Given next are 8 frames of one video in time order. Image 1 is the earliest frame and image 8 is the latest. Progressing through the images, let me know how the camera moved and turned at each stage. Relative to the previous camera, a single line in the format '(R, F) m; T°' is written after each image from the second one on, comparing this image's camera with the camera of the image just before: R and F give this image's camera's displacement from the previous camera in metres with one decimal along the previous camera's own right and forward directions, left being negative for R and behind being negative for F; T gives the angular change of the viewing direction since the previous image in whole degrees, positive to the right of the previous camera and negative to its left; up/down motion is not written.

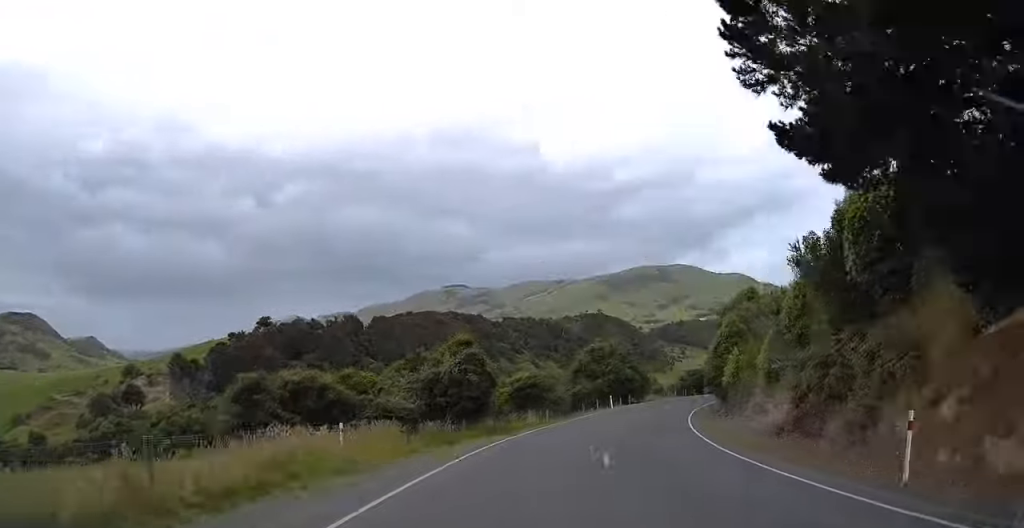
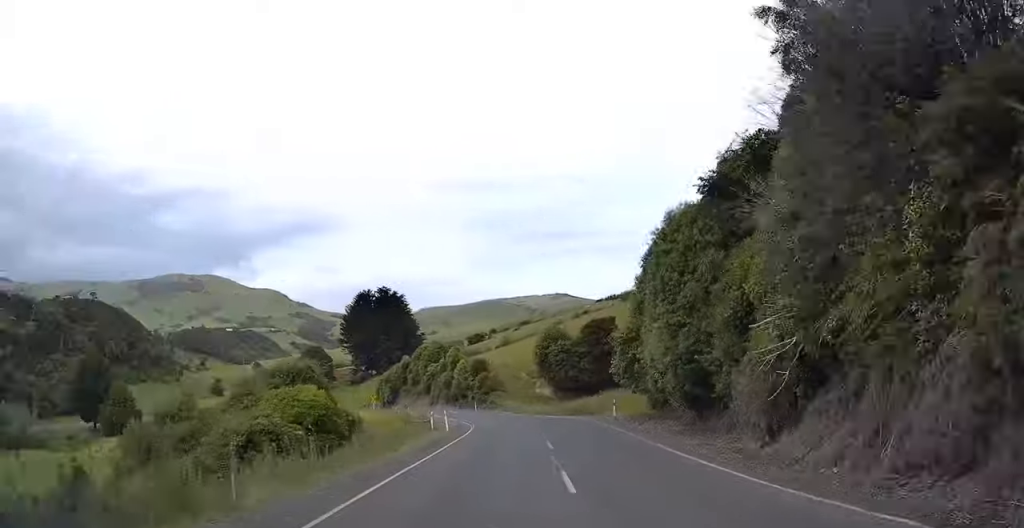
(+35.5, +93.3) m; +27°
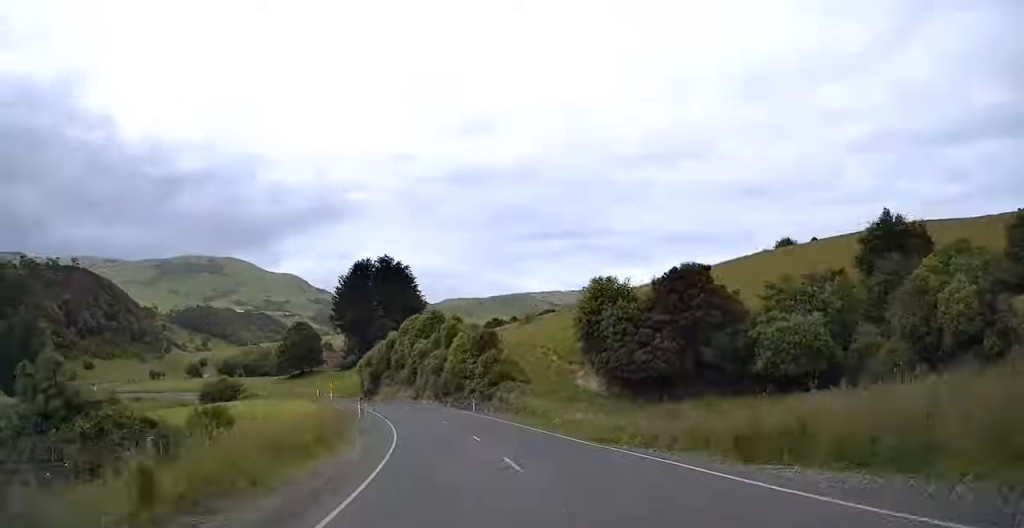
(+0.8, +32.4) m; -3°
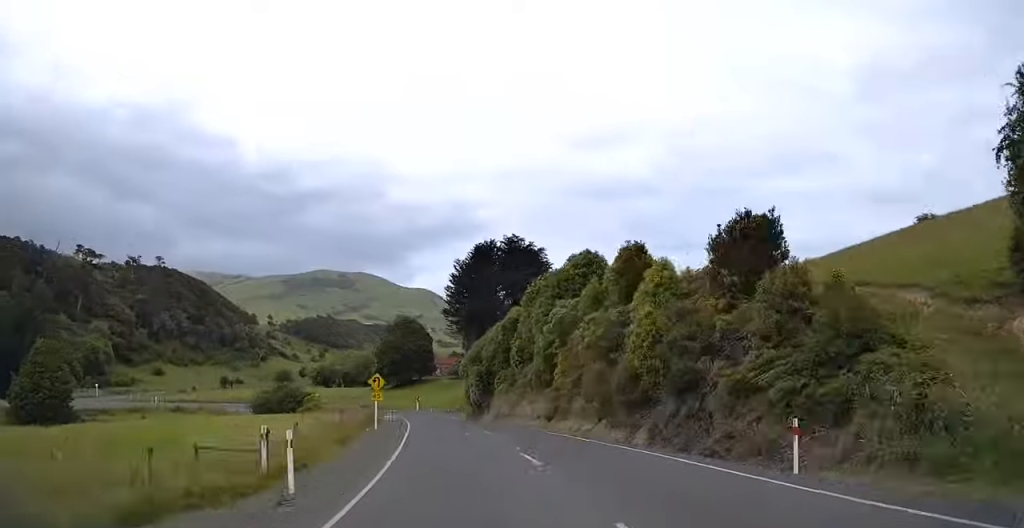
(-0.8, +33.9) m; -10°
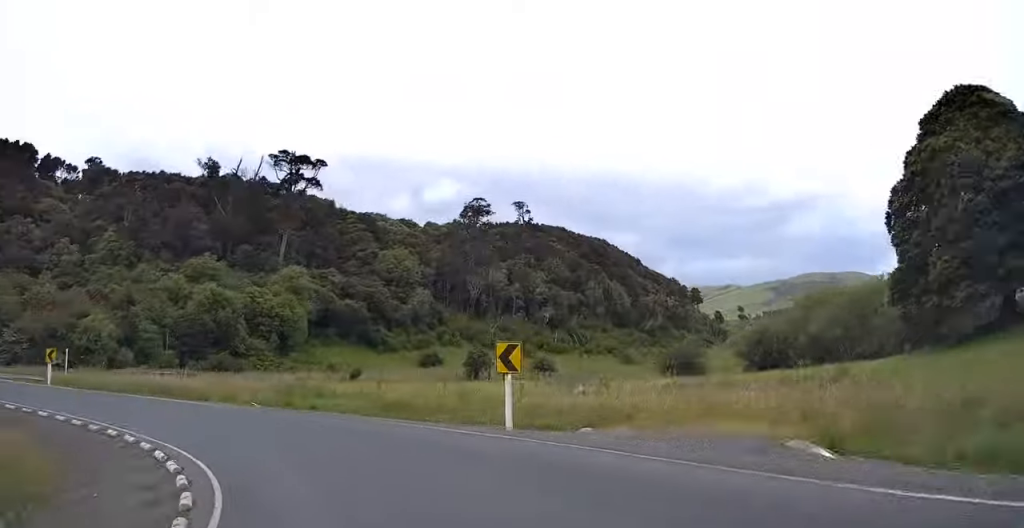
(-21.3, +96.3) m; -59°
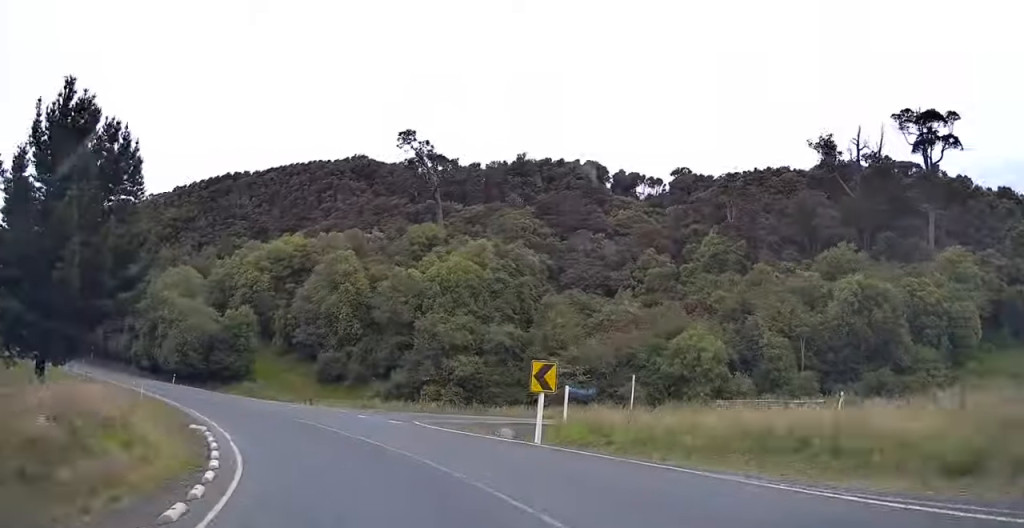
(-16.7, +18.9) m; -40°
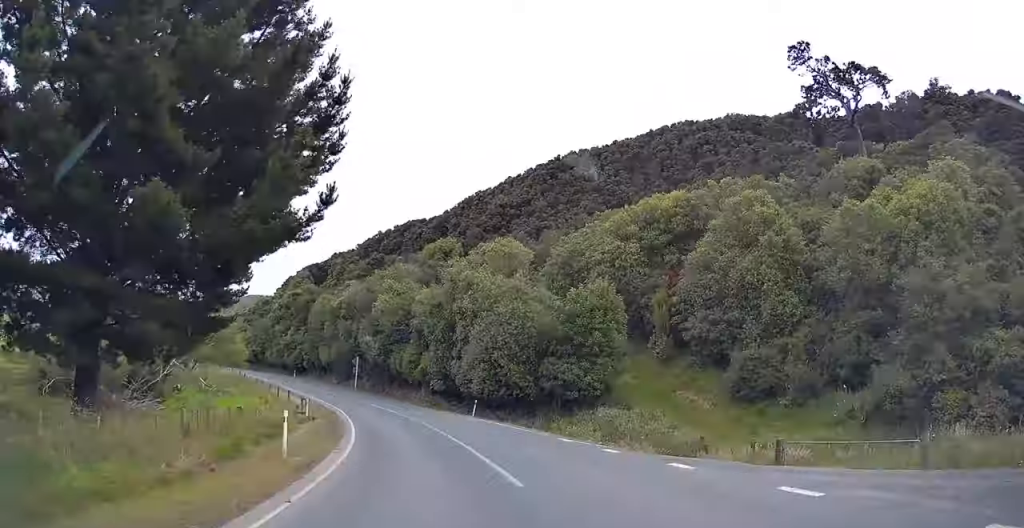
(-12.7, +29.3) m; -36°
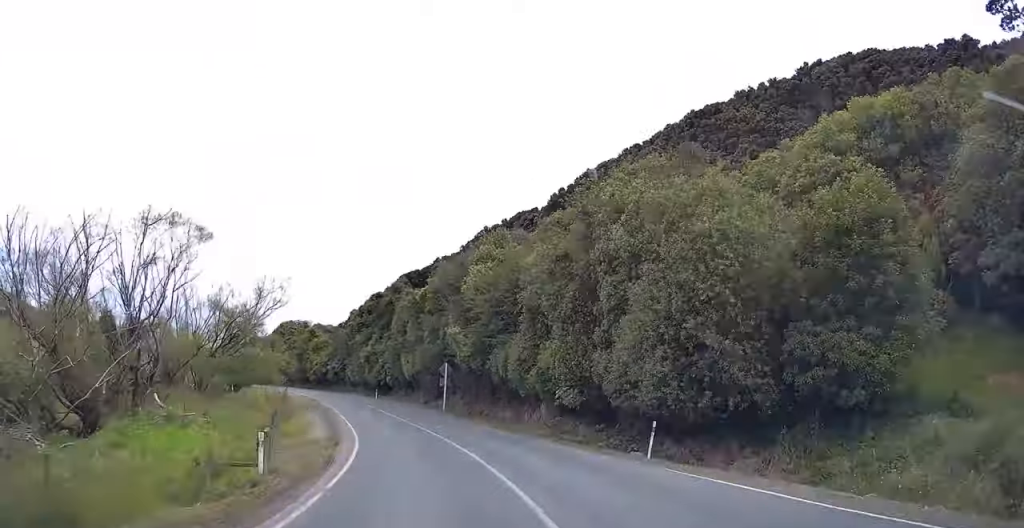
(-4.6, +21.9) m; -10°
